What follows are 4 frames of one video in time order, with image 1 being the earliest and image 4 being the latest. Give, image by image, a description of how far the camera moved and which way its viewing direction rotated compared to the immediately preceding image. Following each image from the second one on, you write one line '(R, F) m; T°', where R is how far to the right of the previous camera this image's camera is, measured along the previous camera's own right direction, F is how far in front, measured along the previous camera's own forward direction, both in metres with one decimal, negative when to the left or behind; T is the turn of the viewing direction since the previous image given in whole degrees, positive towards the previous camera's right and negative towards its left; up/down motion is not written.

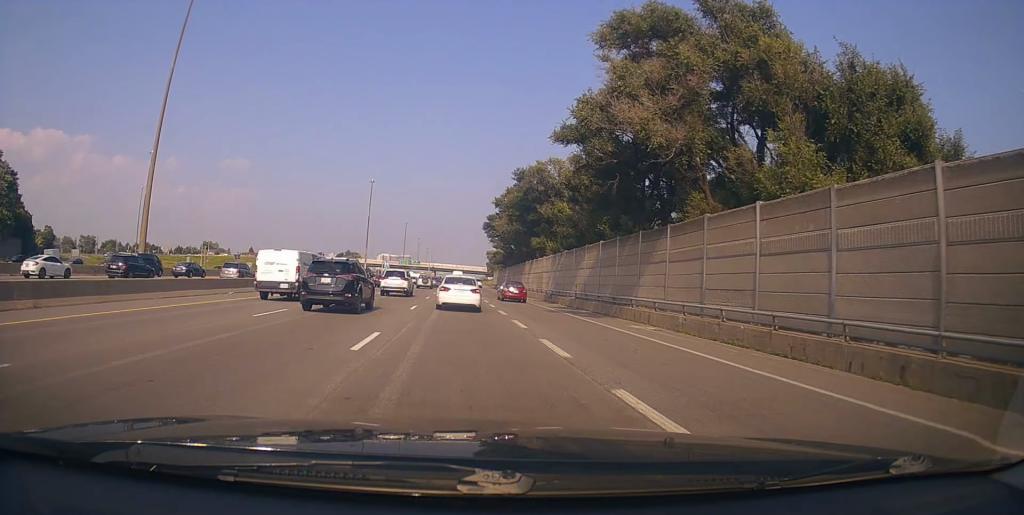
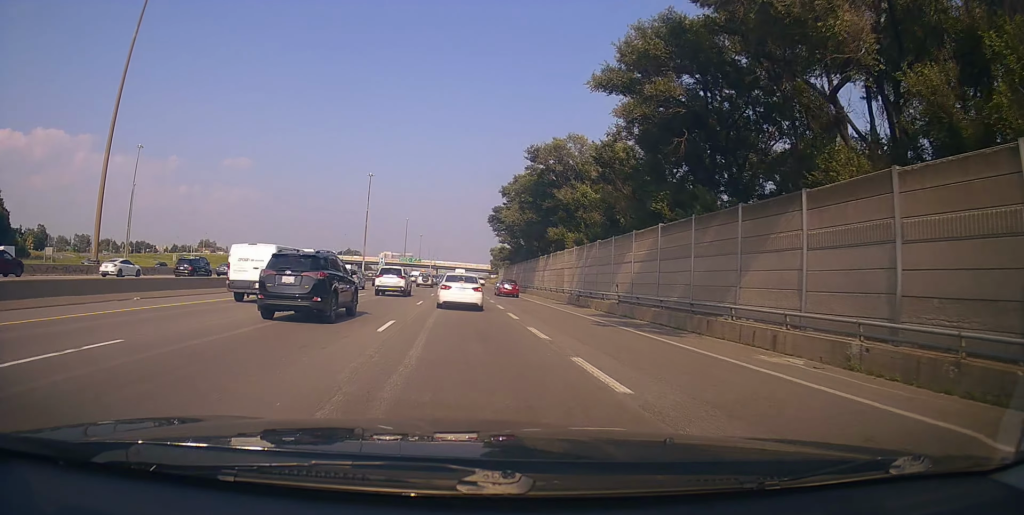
(0.0, +9.4) m; 0°
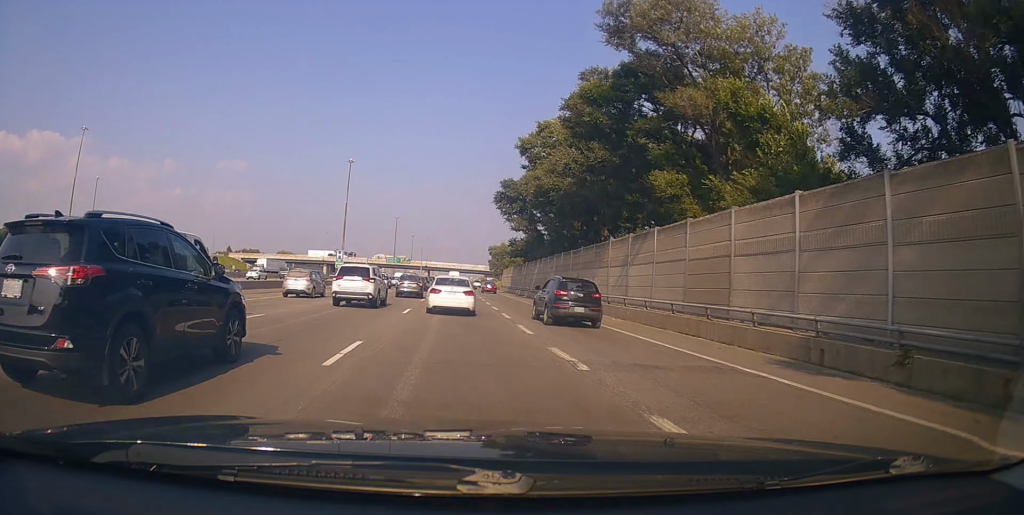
(-0.2, +29.4) m; -1°
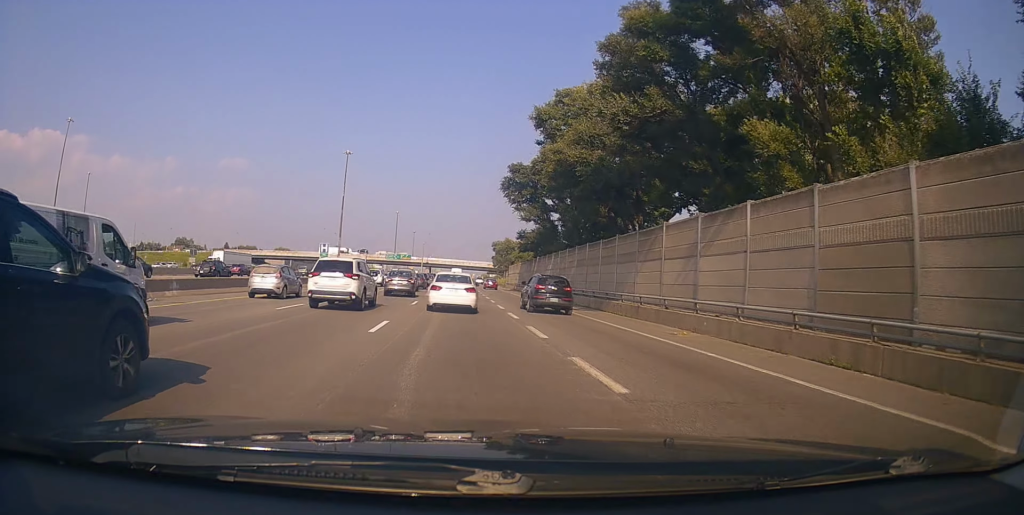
(0.0, +7.8) m; 0°
